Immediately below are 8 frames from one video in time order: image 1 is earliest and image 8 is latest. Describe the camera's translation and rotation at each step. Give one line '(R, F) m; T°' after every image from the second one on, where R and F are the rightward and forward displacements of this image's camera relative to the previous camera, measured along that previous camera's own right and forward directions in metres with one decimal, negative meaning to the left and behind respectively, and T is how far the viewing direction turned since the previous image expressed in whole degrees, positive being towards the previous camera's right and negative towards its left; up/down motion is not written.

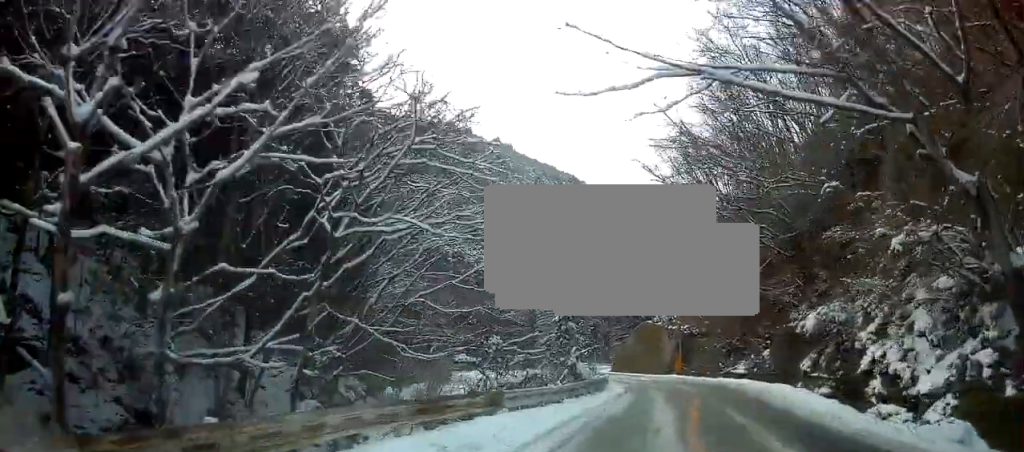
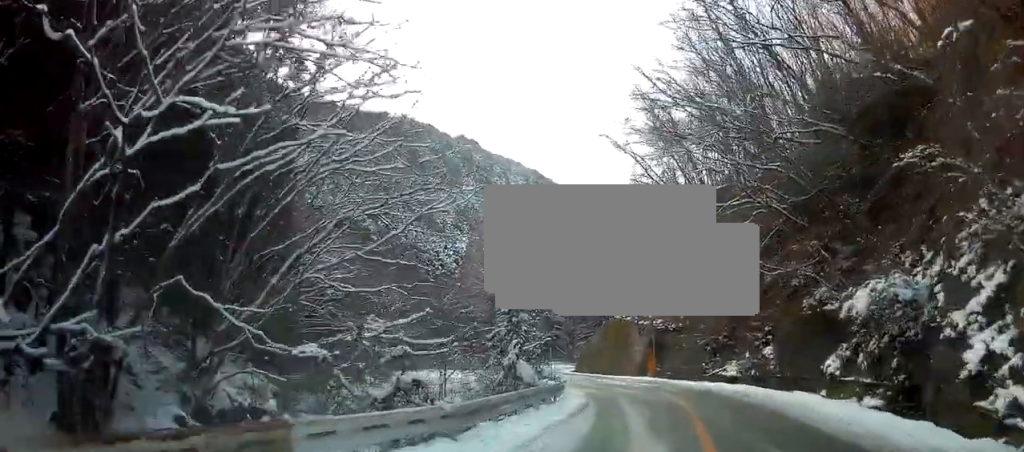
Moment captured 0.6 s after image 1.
(+0.1, +7.9) m; +1°
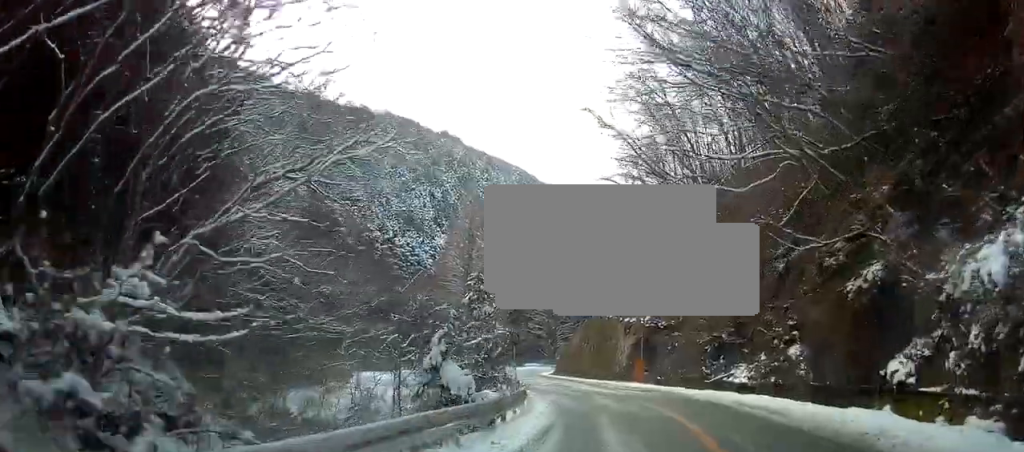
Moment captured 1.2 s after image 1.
(0.0, +6.6) m; 0°
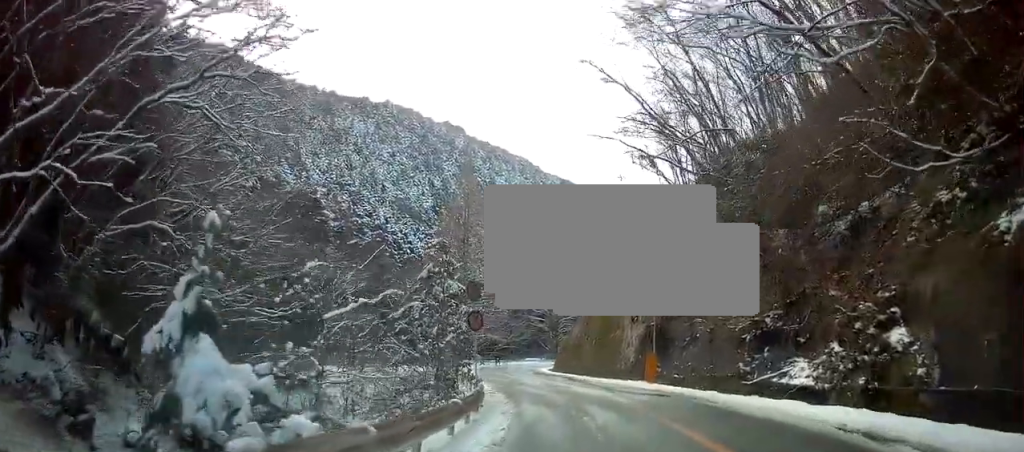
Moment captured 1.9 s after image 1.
(0.0, +7.9) m; 0°
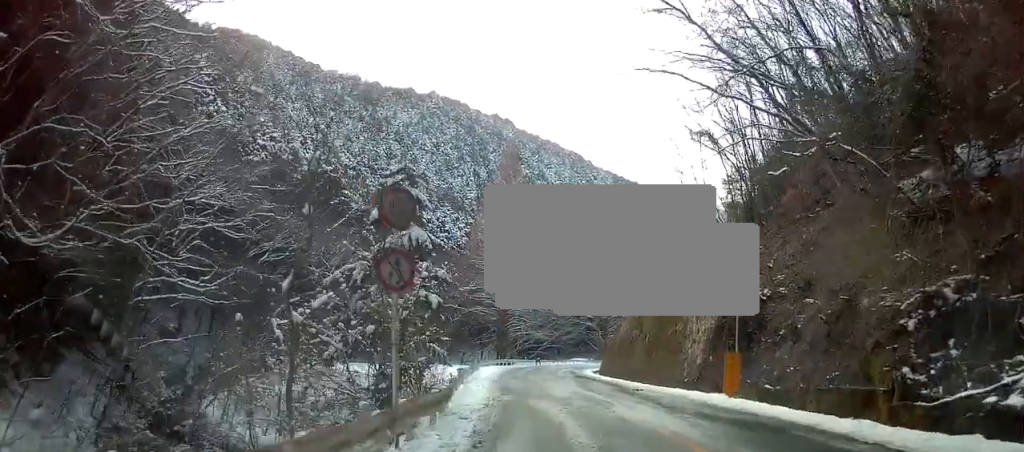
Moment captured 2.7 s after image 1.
(0.0, +9.2) m; -1°
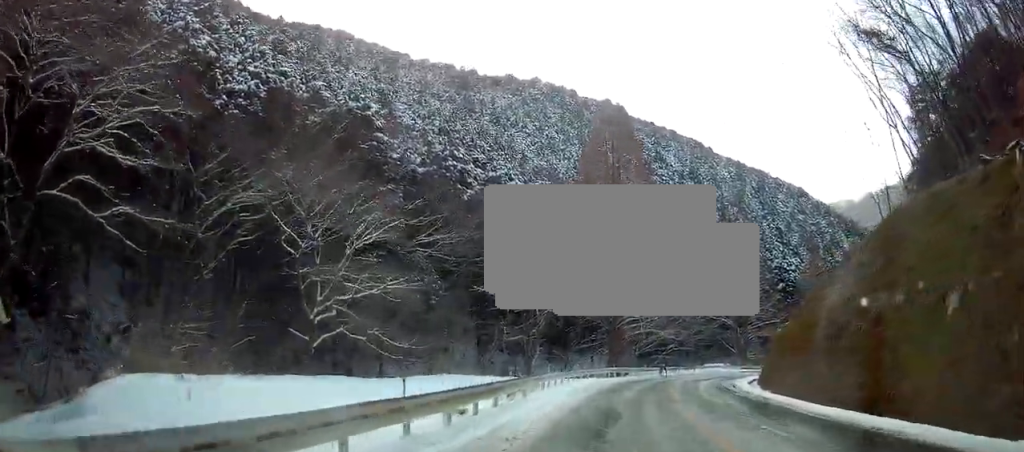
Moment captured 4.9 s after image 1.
(+0.1, +22.7) m; +8°
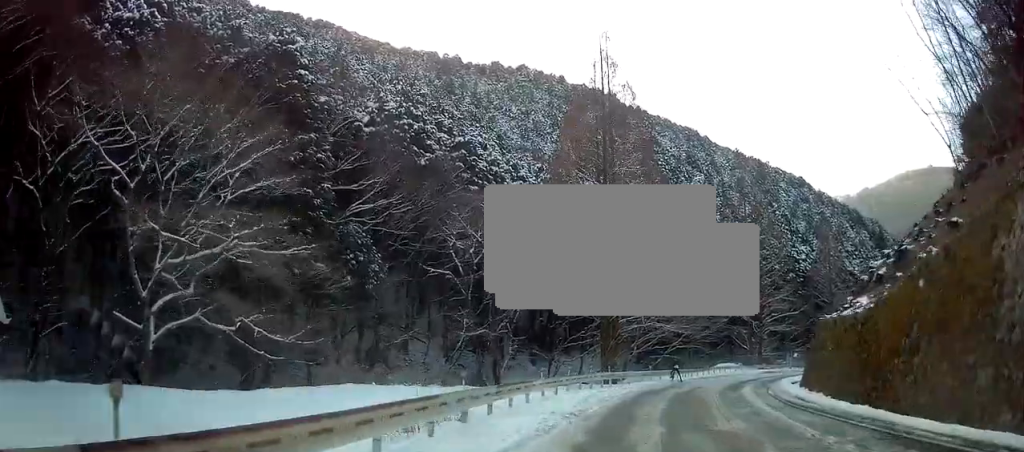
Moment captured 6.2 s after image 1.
(+1.6, +14.5) m; +8°
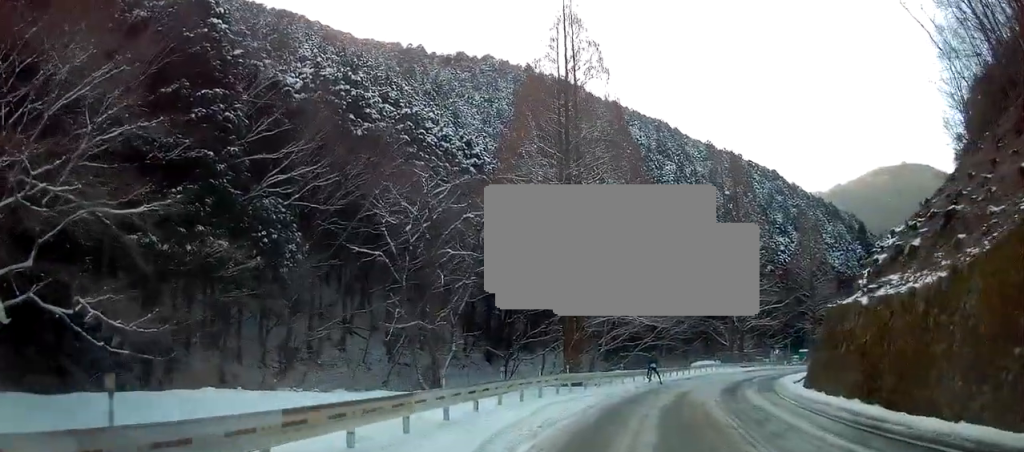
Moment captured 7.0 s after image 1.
(+0.1, +8.6) m; +1°
